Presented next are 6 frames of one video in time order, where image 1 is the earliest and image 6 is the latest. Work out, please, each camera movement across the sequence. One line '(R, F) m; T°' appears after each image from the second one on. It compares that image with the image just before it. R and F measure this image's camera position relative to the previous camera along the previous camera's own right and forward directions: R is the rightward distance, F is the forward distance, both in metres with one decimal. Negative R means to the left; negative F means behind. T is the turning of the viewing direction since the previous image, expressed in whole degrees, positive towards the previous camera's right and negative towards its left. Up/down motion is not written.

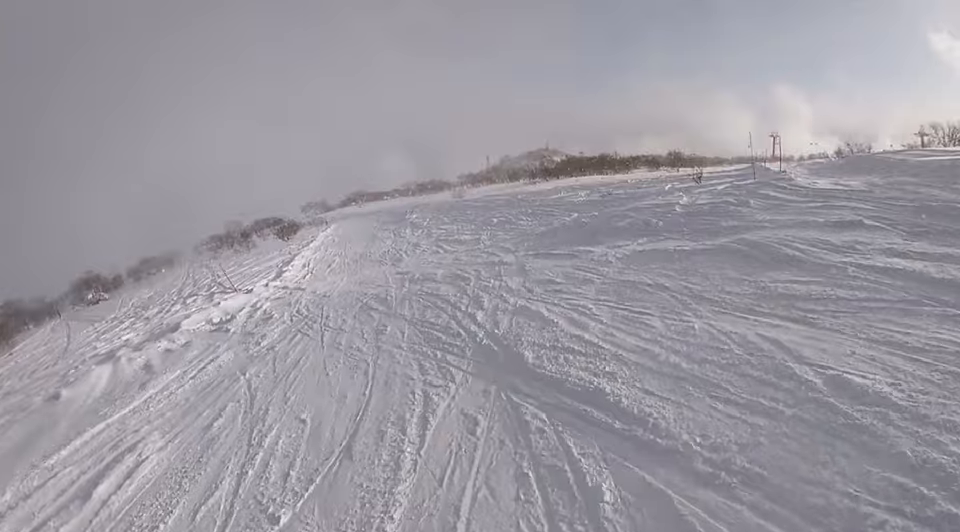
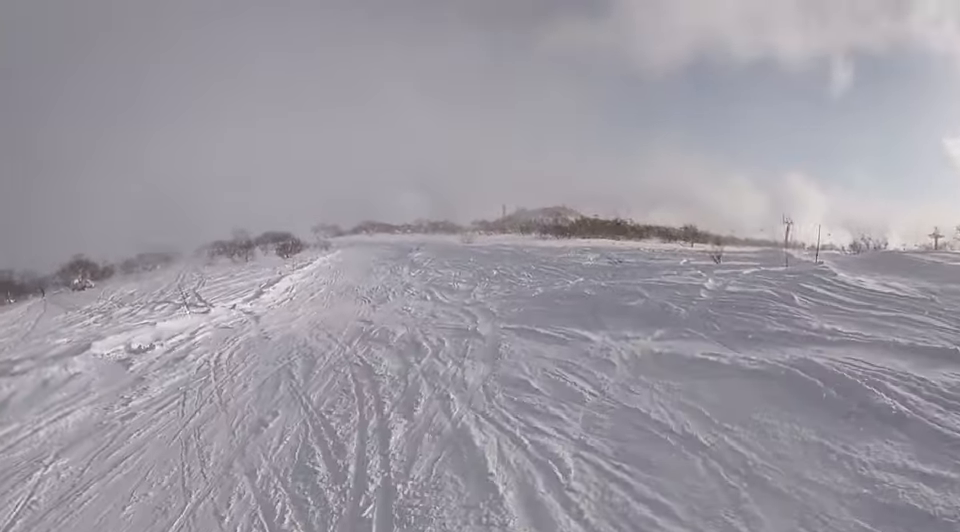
(+0.3, +3.0) m; +3°
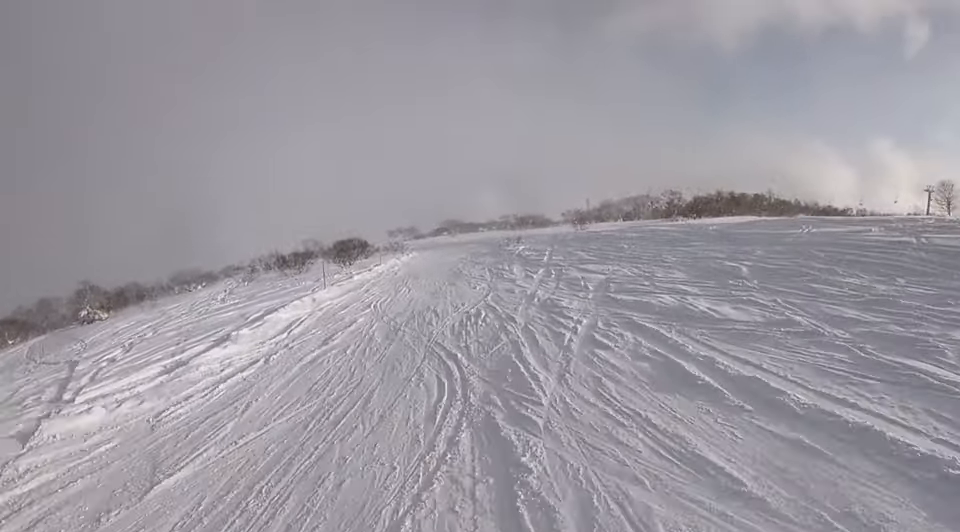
(-2.3, +20.3) m; -13°
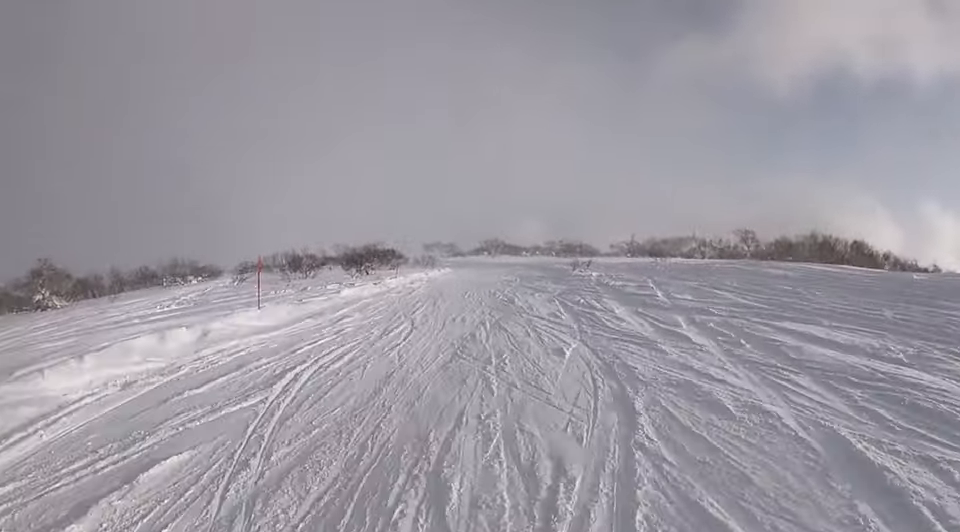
(+0.1, +11.8) m; -5°
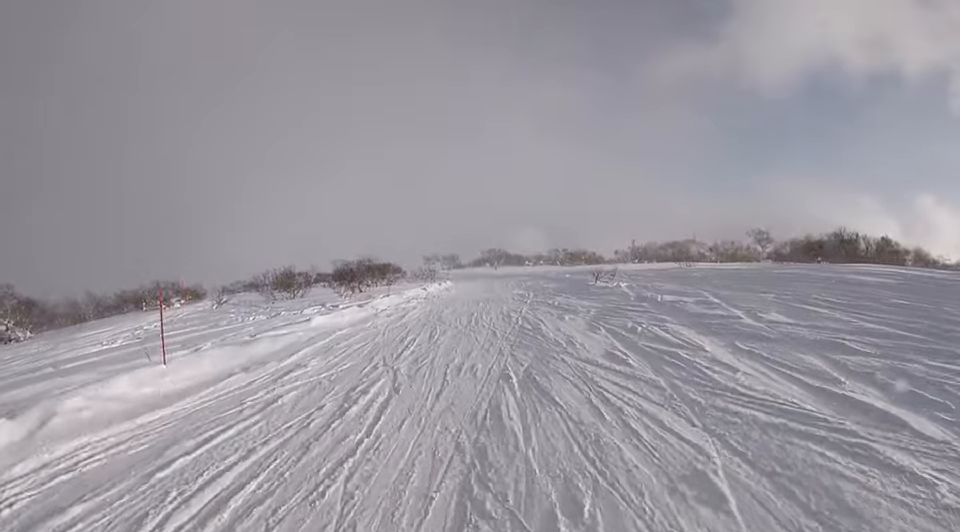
(-0.6, +4.6) m; 0°
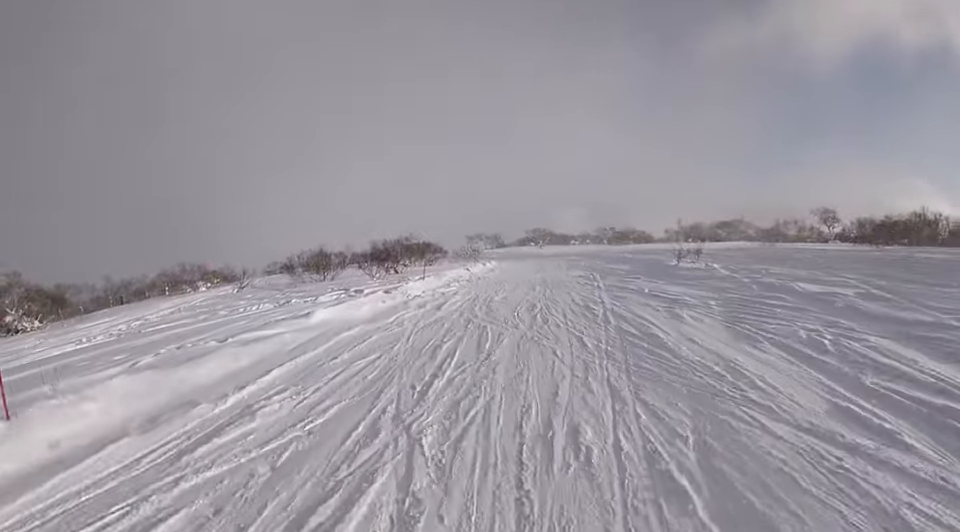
(-0.2, +4.5) m; 0°
